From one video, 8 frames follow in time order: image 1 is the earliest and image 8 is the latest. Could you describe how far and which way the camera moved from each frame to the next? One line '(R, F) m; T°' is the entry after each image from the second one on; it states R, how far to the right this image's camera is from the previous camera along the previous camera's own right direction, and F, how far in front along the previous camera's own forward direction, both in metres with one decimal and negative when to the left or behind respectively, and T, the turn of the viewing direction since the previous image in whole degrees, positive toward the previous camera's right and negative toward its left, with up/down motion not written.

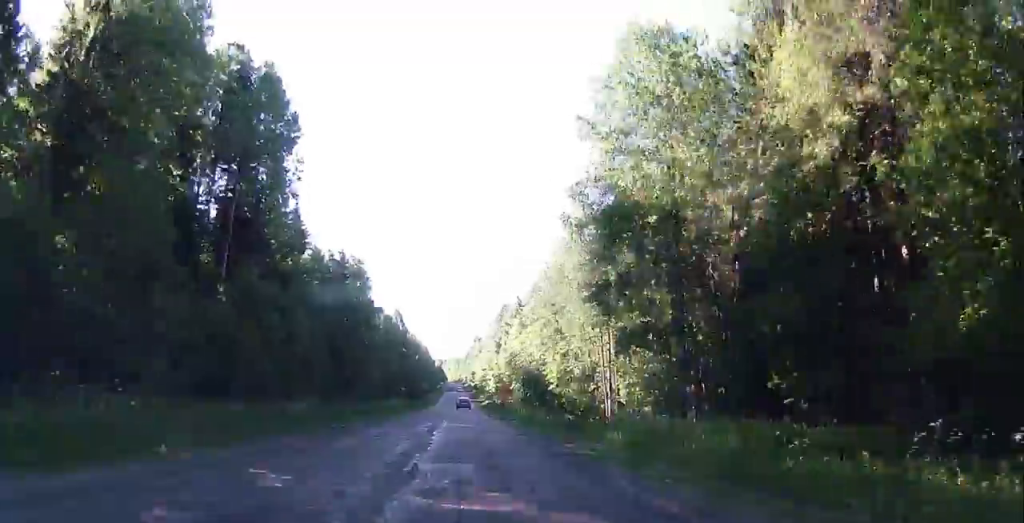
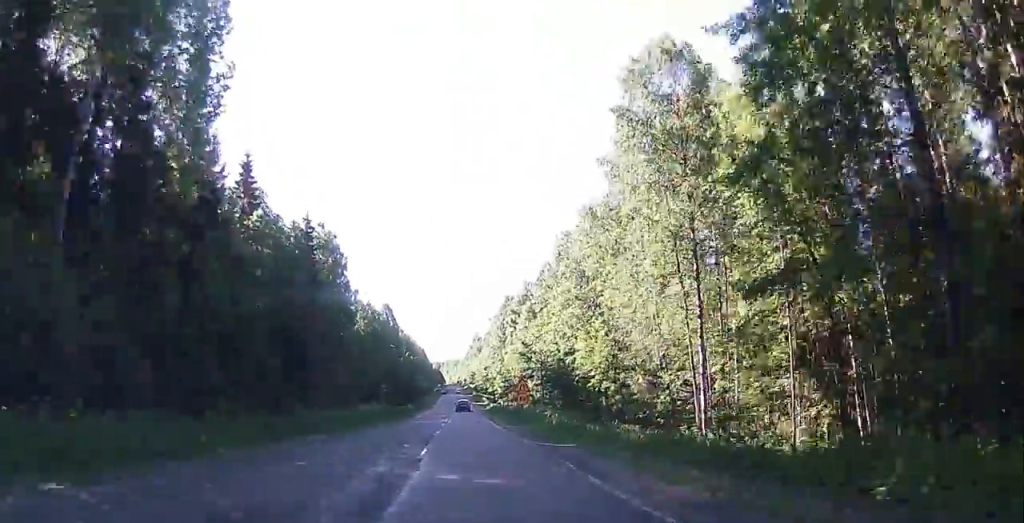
(0.0, +20.1) m; 0°
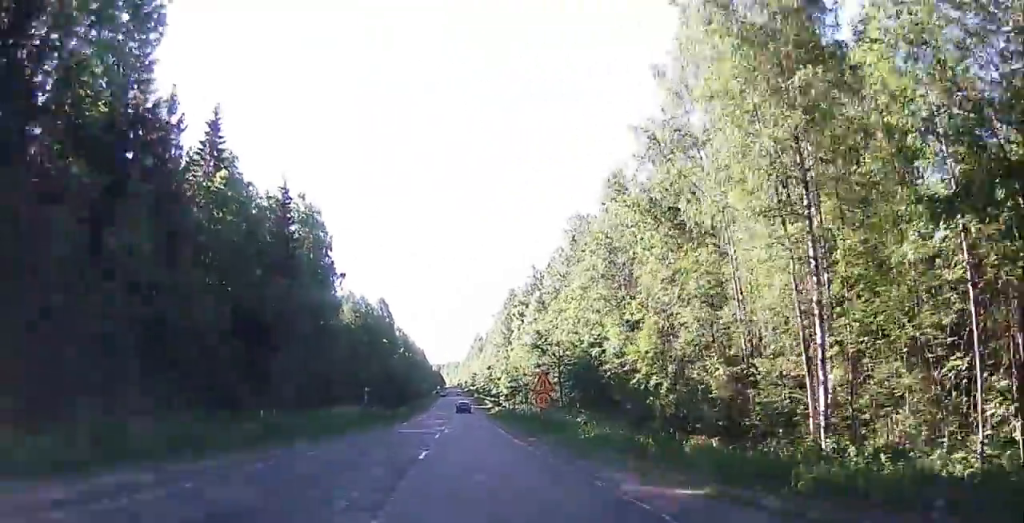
(0.0, +11.1) m; +1°
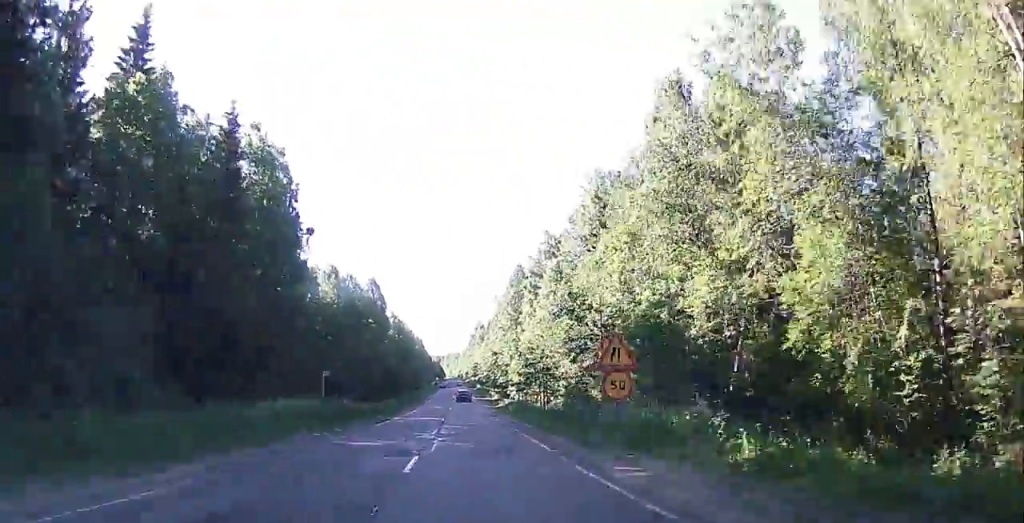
(-0.1, +16.2) m; +1°
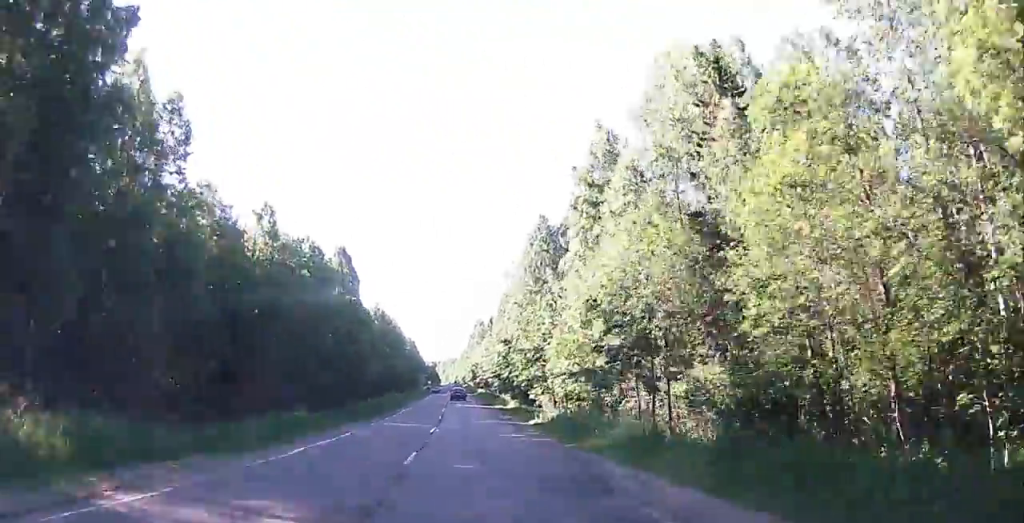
(+0.9, +34.2) m; +1°
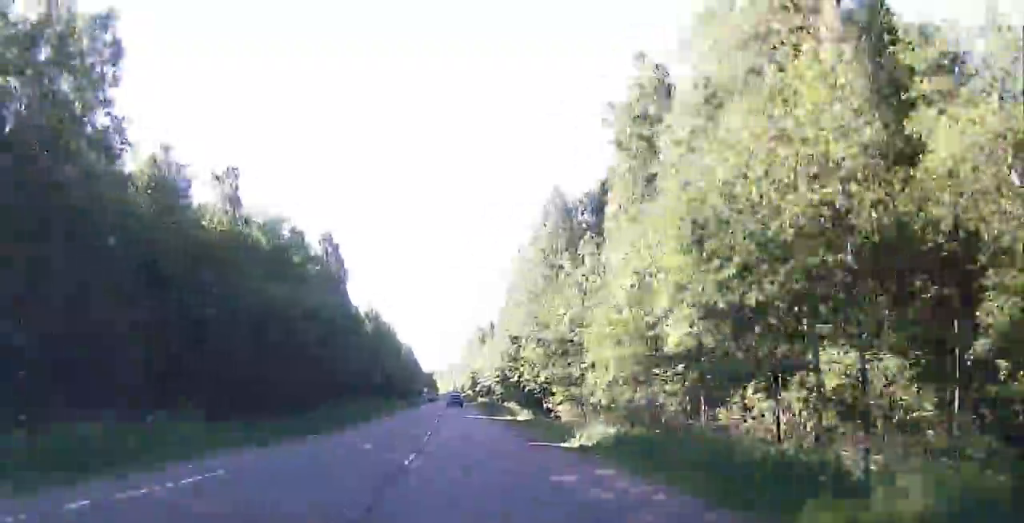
(+0.2, +12.0) m; -1°
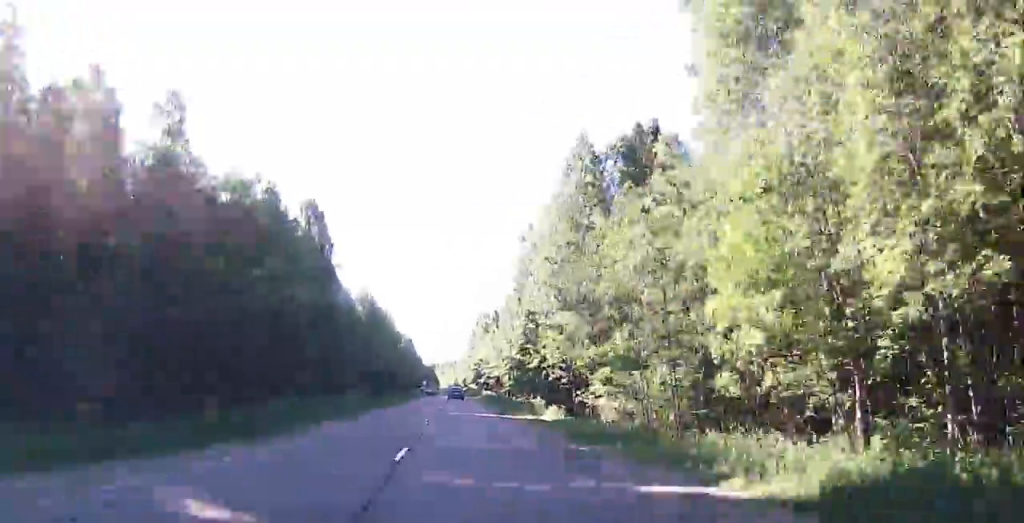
(-0.3, +12.7) m; -1°
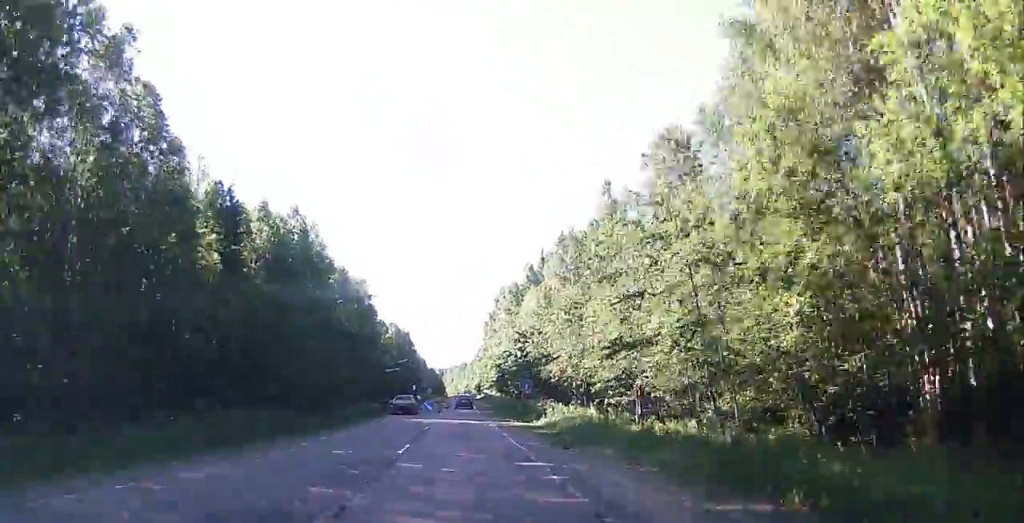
(-0.6, +69.3) m; 0°
